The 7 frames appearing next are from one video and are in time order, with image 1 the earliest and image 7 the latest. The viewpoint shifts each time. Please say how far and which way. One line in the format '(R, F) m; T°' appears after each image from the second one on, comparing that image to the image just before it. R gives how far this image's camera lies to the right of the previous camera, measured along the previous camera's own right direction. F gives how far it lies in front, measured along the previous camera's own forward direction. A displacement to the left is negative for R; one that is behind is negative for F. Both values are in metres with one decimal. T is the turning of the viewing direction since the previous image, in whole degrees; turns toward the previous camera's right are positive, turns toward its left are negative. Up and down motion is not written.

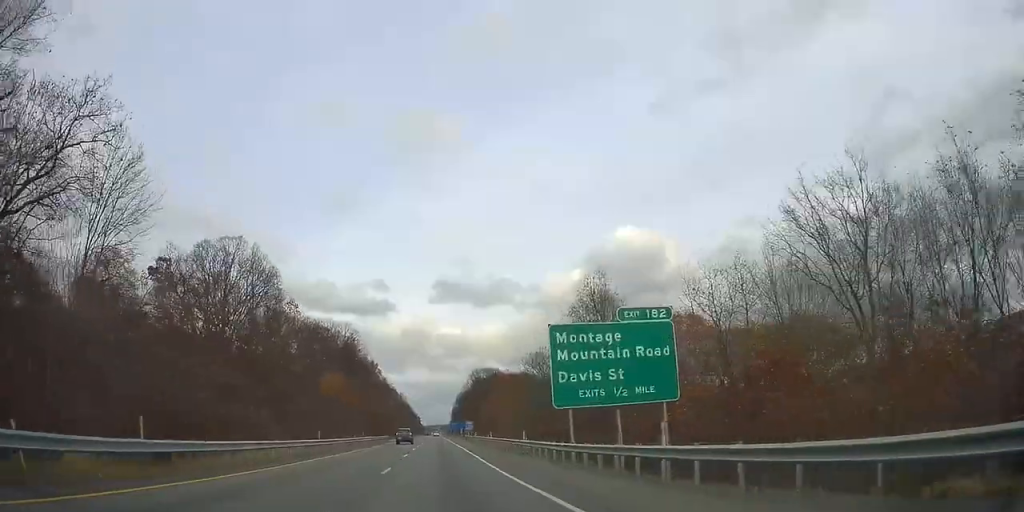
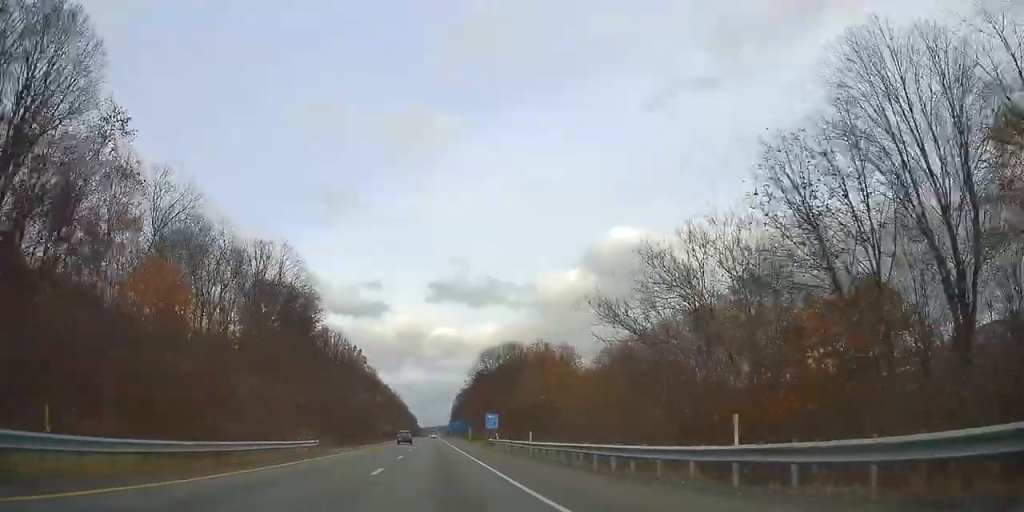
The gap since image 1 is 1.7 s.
(+0.1, +49.4) m; 0°
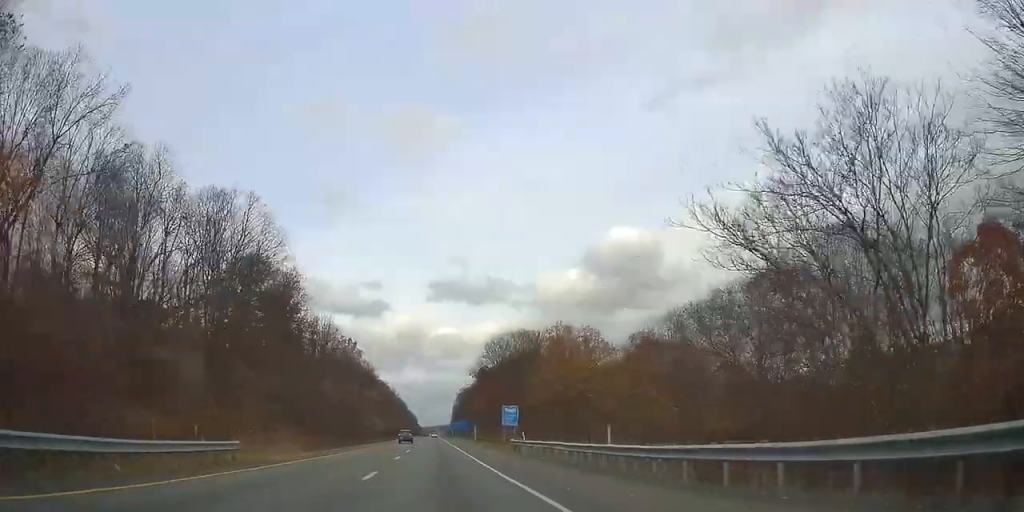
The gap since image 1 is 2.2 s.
(0.0, +14.8) m; 0°
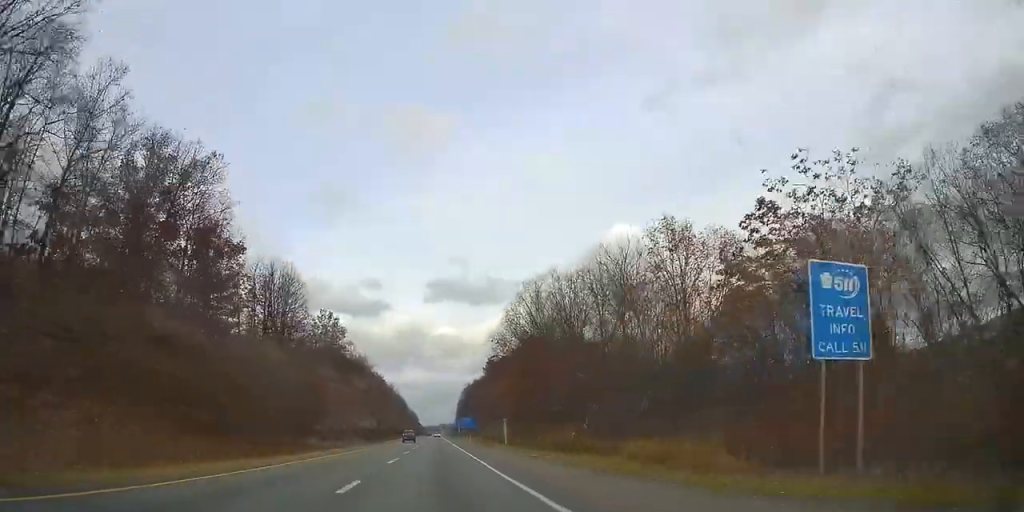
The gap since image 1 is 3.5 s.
(0.0, +39.8) m; 0°
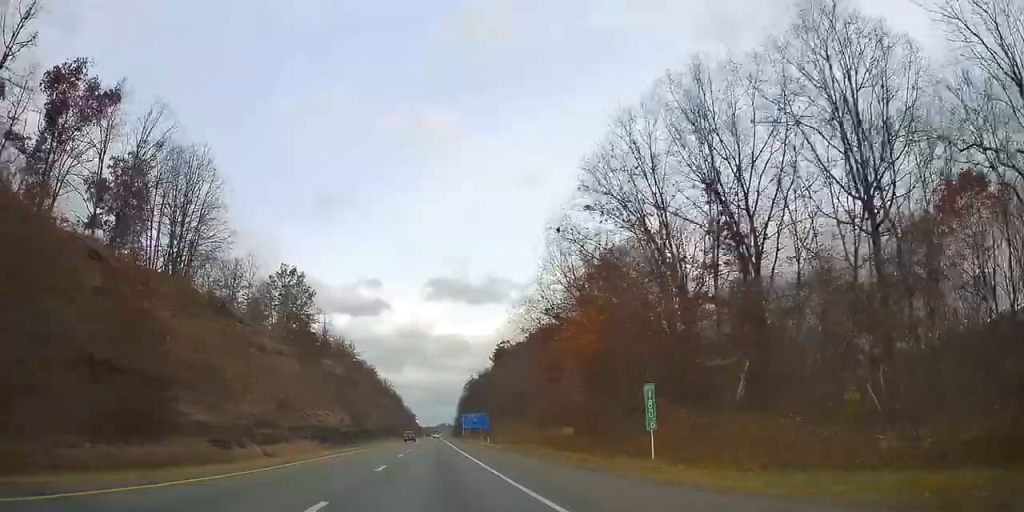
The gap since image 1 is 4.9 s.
(0.0, +40.9) m; 0°
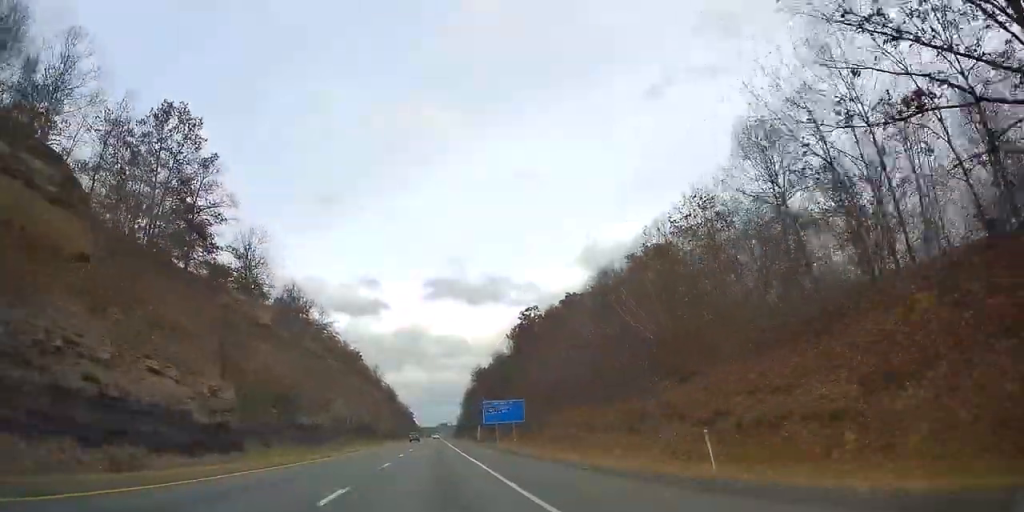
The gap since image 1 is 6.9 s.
(0.0, +58.2) m; 0°
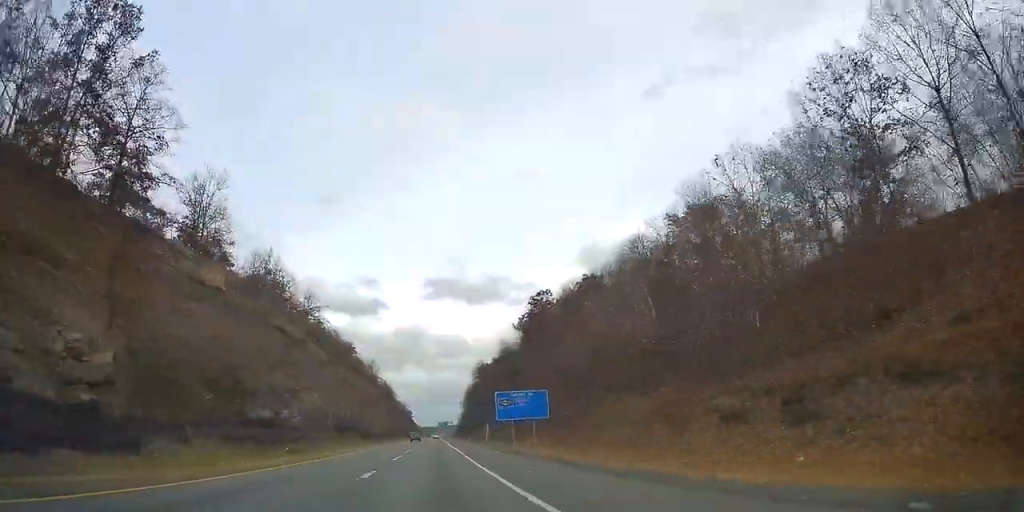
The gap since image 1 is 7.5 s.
(0.0, +17.7) m; 0°
